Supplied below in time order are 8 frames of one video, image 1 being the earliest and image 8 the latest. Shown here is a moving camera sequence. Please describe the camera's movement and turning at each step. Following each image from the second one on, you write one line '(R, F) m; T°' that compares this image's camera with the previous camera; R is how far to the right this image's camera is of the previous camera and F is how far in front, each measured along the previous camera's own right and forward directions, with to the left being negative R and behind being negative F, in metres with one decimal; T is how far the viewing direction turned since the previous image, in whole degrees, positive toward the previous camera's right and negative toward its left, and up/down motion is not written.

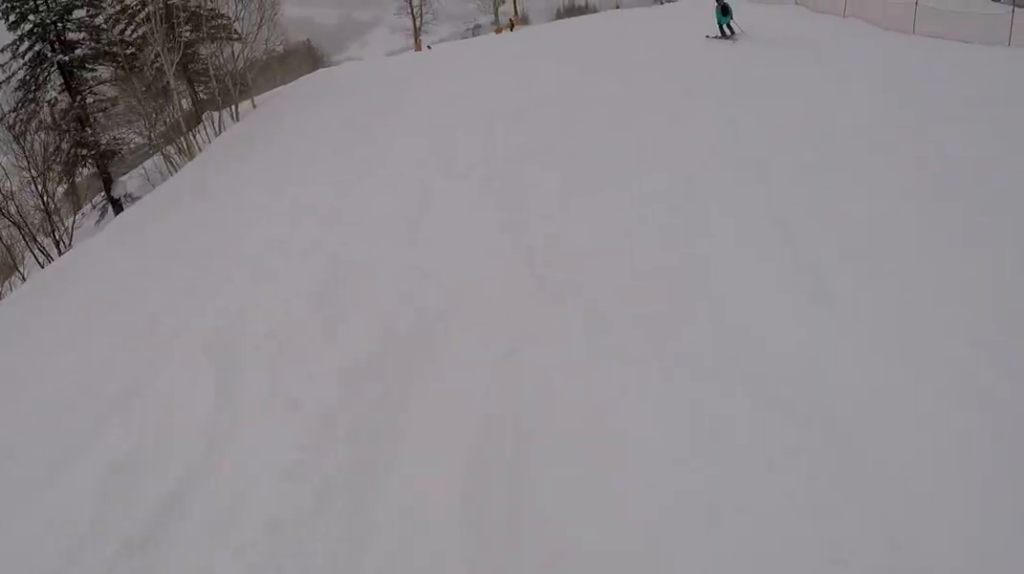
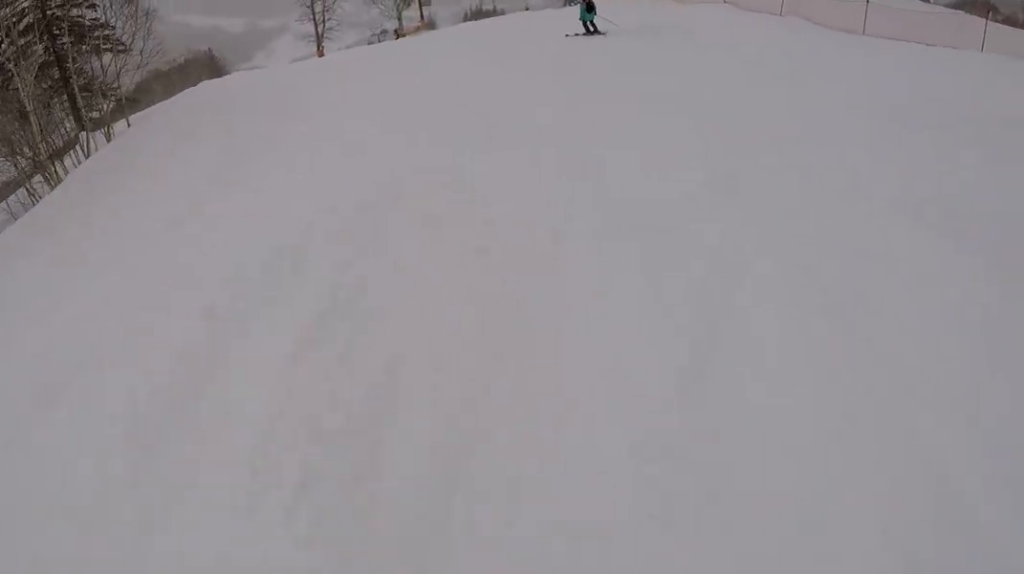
(+0.5, +3.2) m; -1°
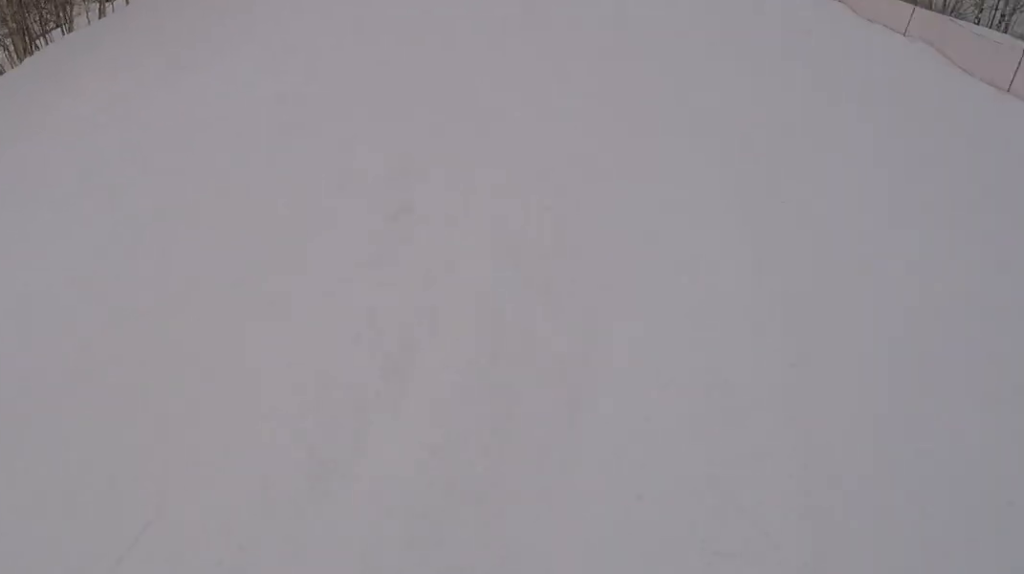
(-0.9, +4.5) m; -17°
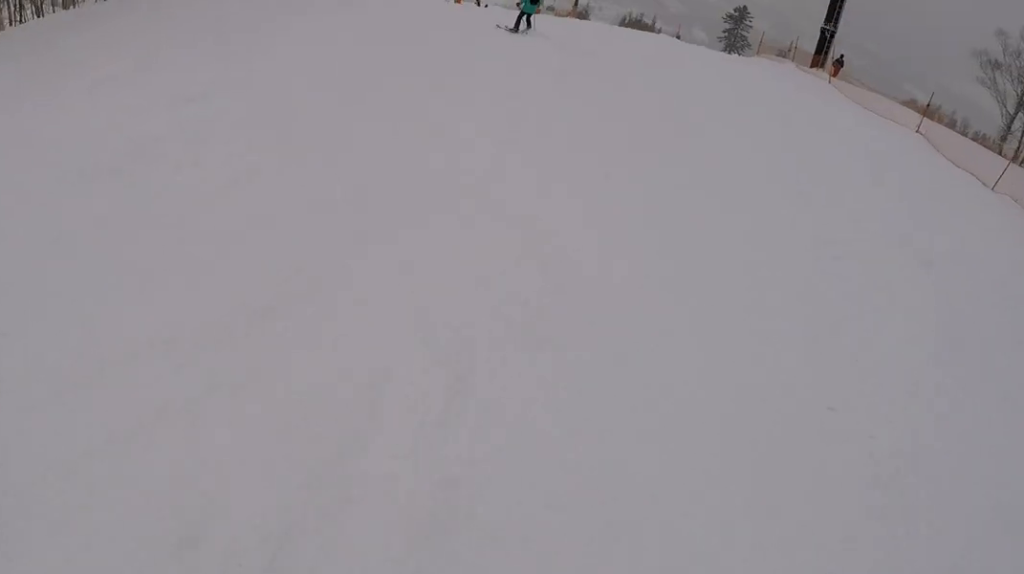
(-0.4, +3.2) m; -9°
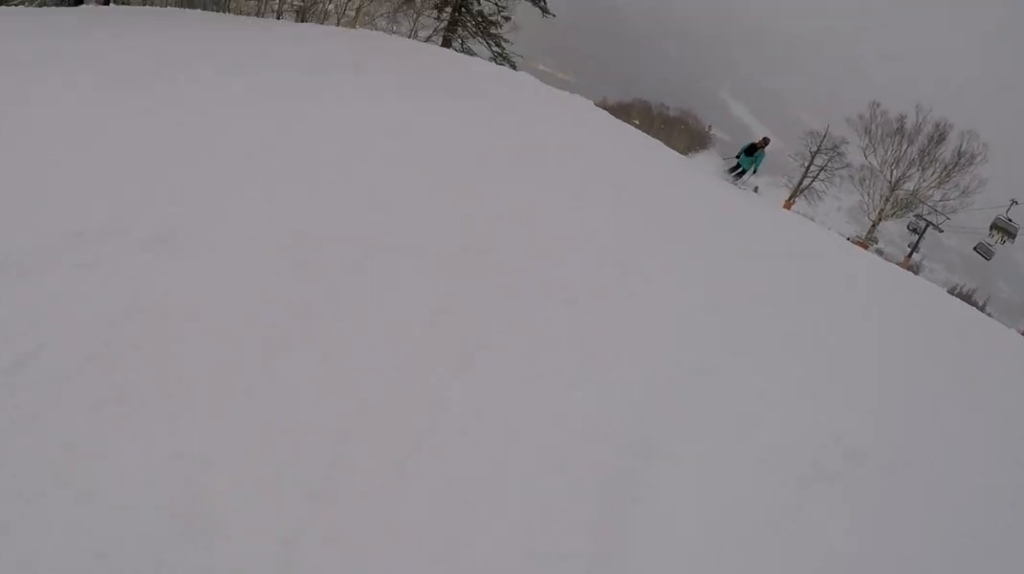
(-1.2, +7.5) m; -8°
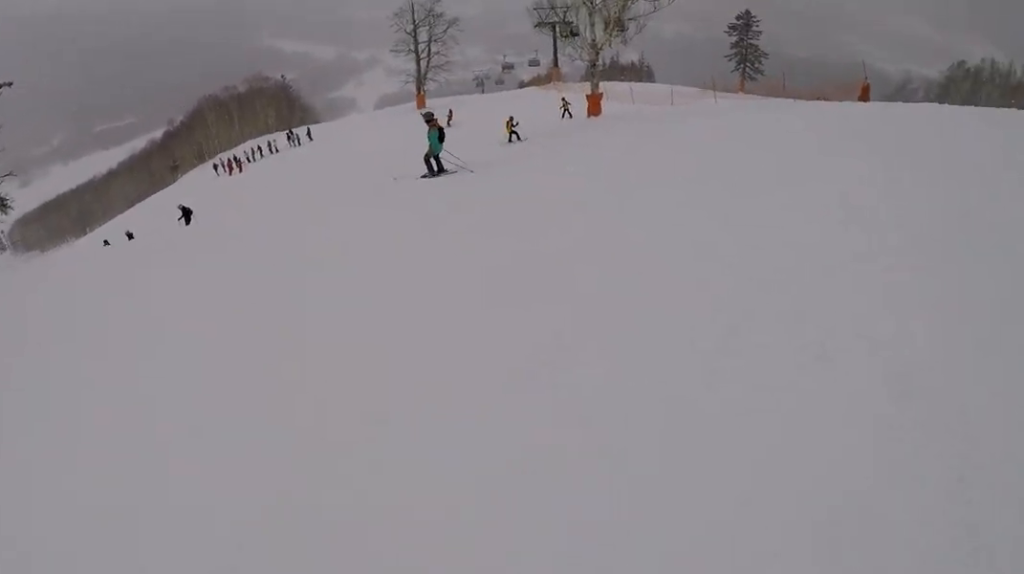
(+4.5, +15.7) m; +26°
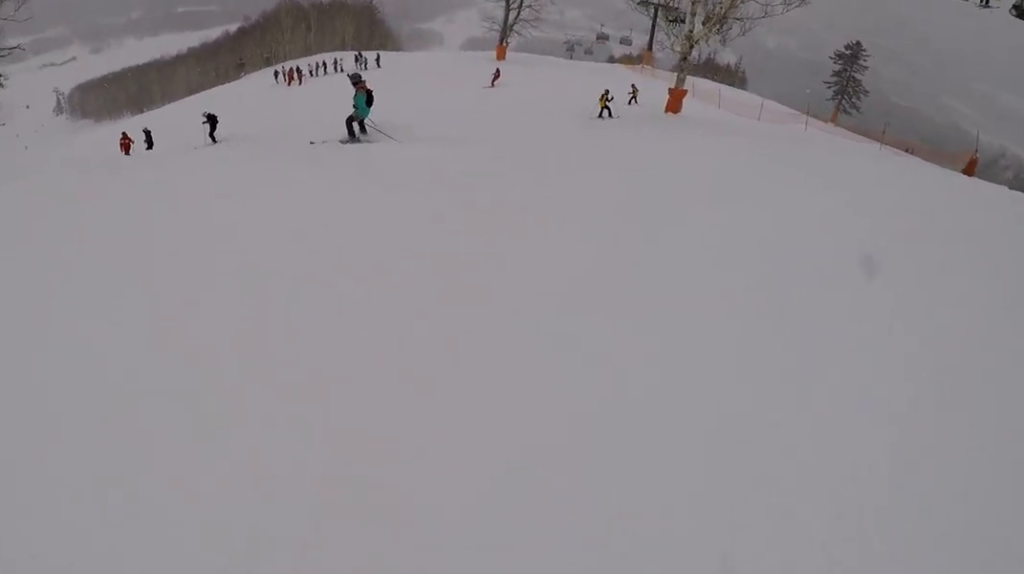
(+0.2, +2.6) m; -9°
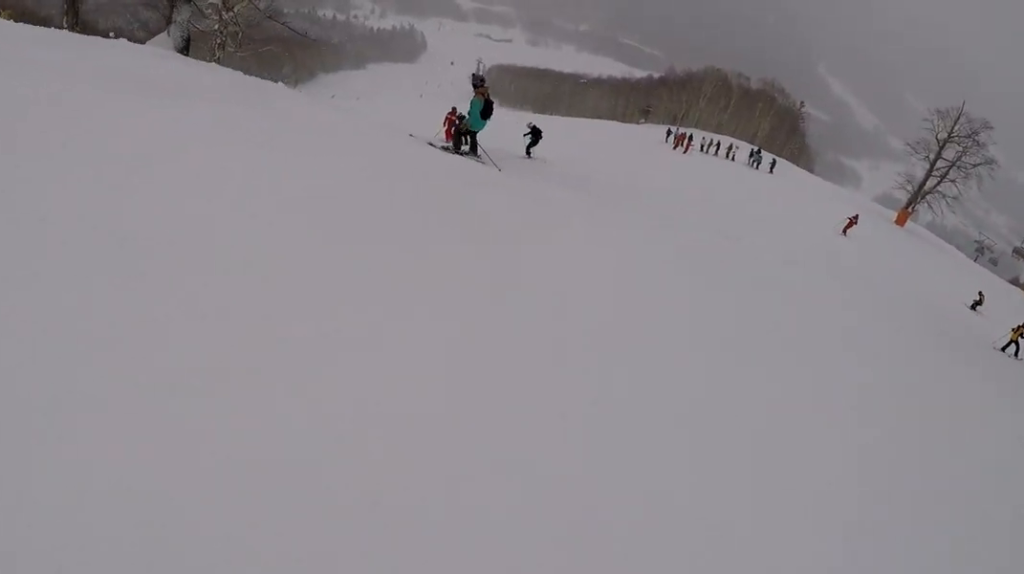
(-1.0, +3.4) m; -32°
